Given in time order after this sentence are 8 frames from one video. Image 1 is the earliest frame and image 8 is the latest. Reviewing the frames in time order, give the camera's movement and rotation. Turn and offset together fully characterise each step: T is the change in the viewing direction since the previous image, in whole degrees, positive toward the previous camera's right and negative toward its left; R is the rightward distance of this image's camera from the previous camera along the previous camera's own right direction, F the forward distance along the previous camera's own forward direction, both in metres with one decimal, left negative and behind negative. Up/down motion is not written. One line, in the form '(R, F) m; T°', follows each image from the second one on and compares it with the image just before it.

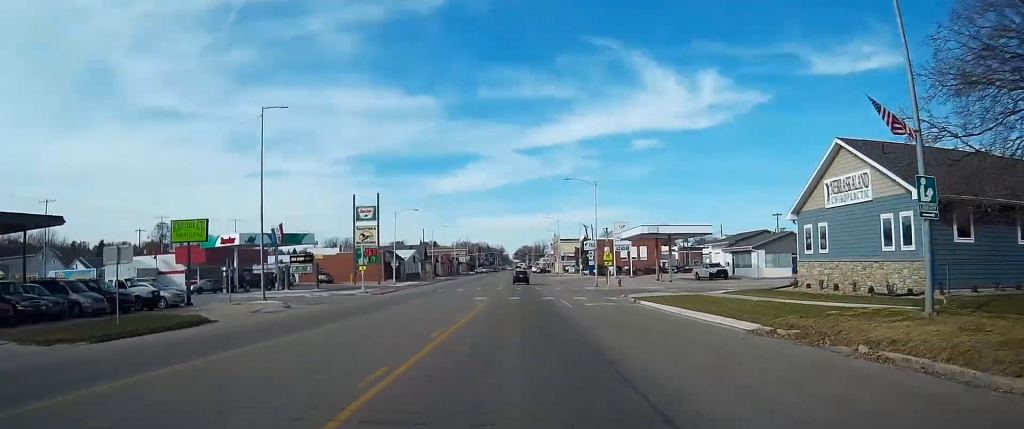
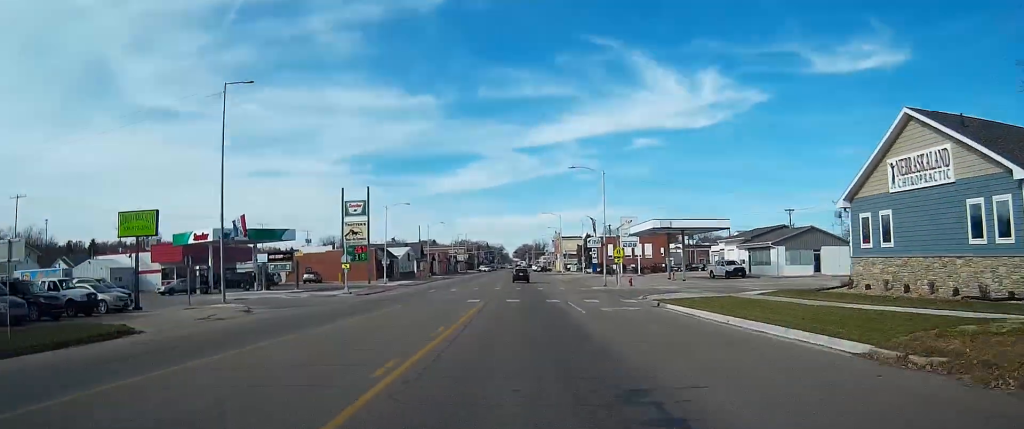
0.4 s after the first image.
(0.0, +6.5) m; 0°
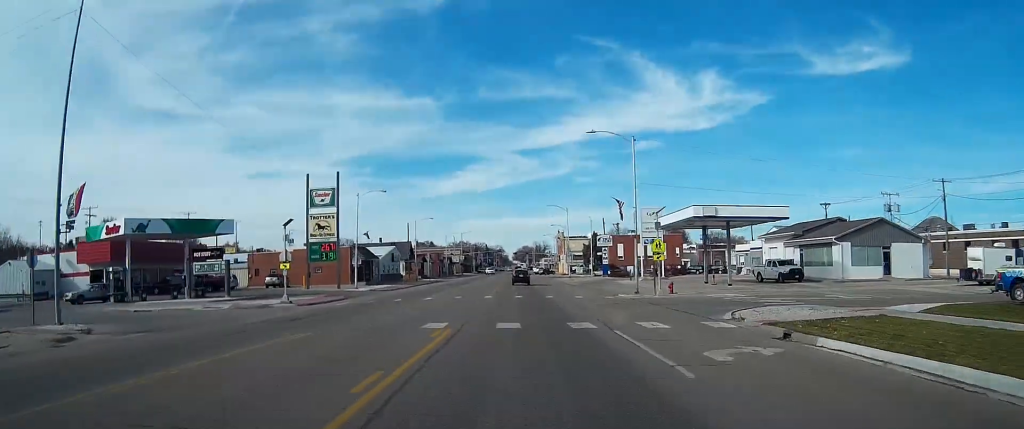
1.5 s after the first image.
(+0.1, +15.9) m; 0°
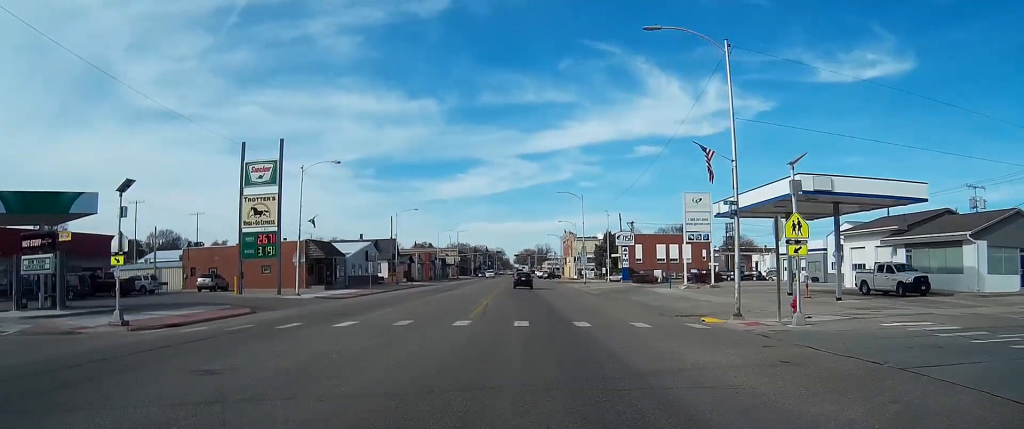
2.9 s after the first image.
(-0.2, +20.0) m; 0°
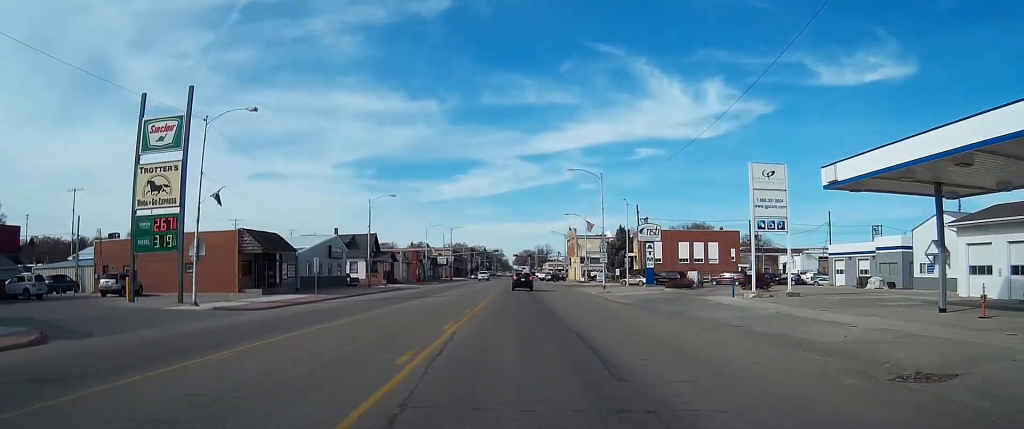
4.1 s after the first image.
(+0.1, +17.7) m; 0°
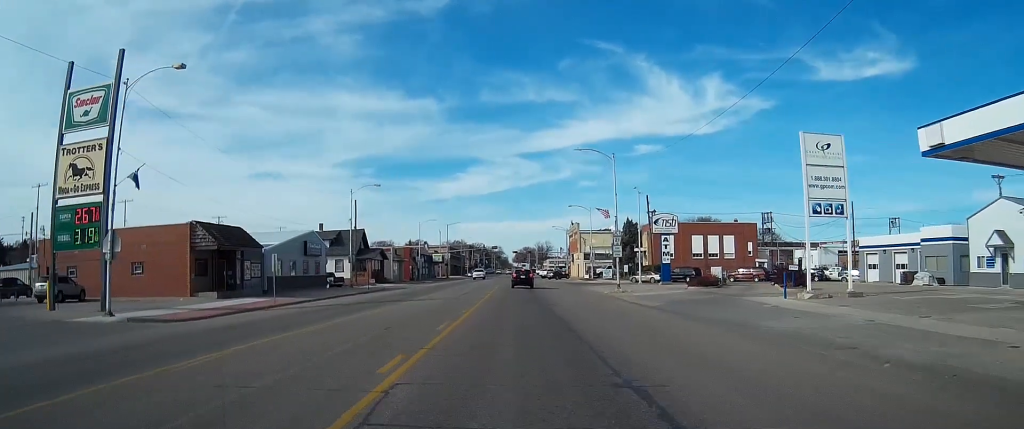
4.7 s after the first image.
(0.0, +8.4) m; 0°
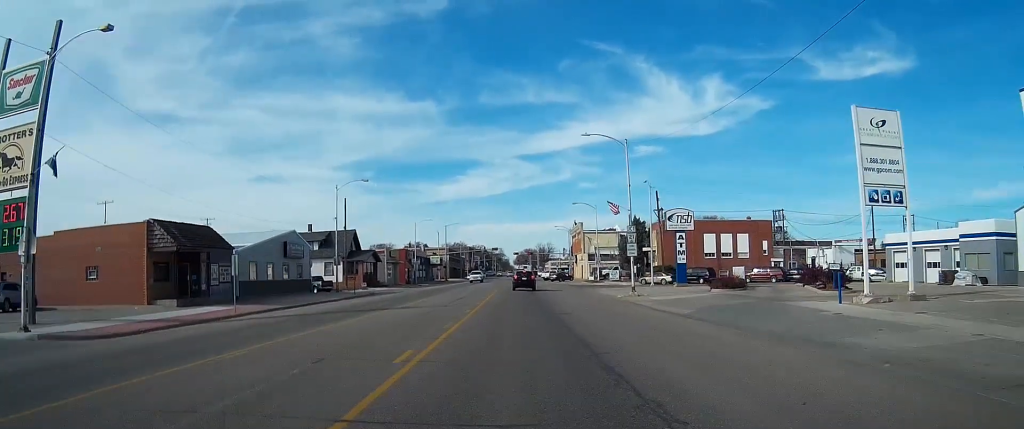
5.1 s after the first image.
(-0.1, +6.0) m; 0°
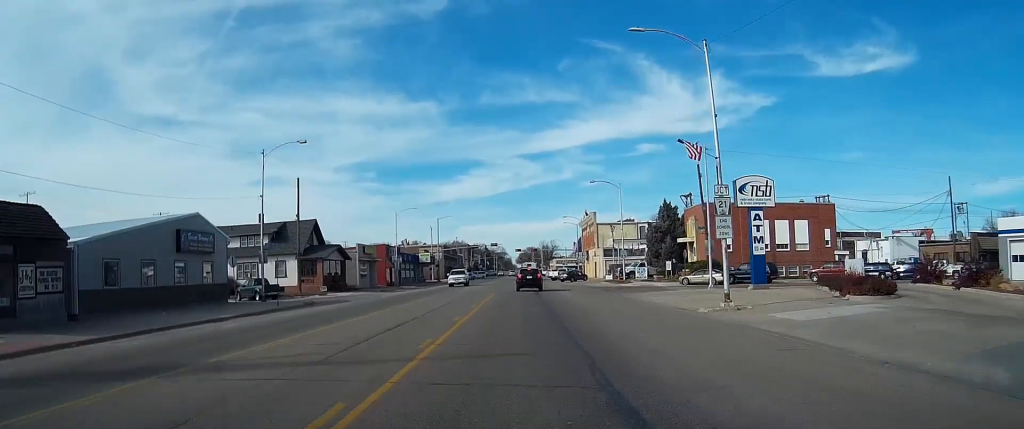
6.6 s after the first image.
(0.0, +19.6) m; 0°
